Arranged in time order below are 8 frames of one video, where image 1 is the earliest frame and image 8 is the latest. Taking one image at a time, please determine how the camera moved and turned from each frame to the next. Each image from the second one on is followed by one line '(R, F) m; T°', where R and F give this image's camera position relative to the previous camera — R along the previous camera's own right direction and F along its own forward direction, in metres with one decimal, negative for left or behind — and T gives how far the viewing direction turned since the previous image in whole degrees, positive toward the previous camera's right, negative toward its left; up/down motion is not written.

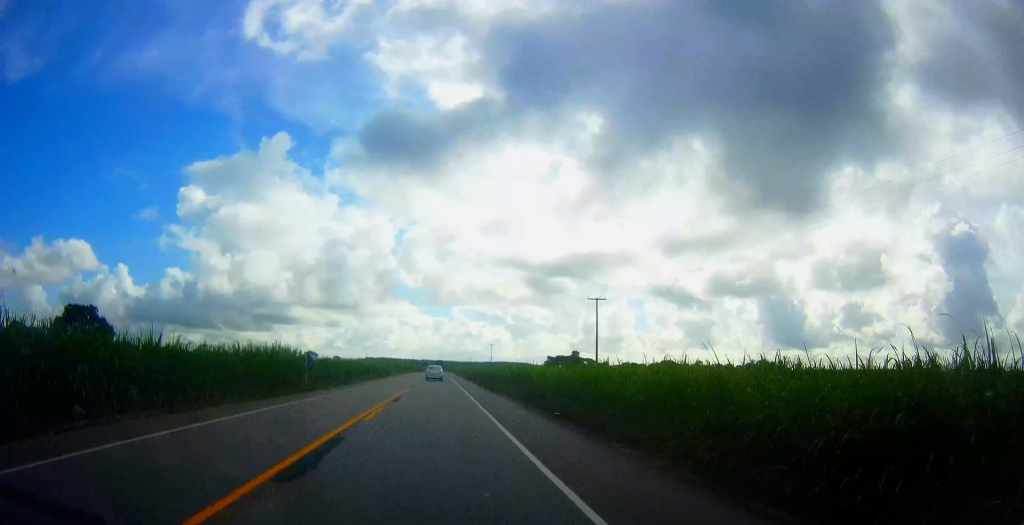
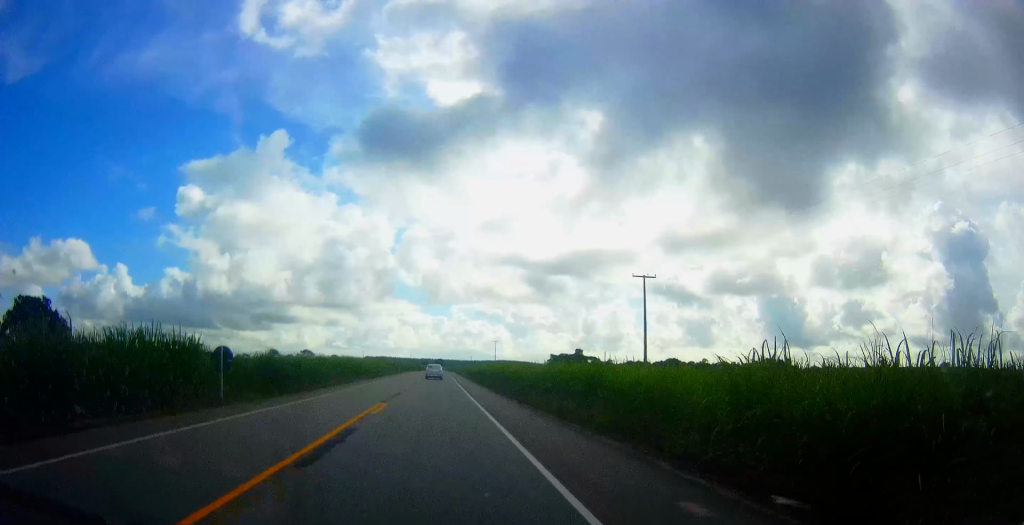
(+0.2, +14.2) m; 0°
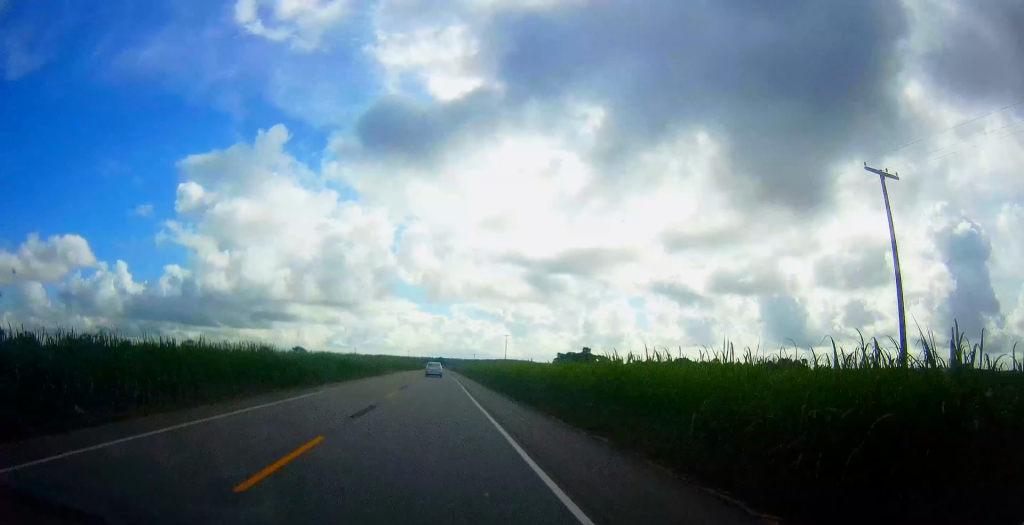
(0.0, +27.3) m; -1°
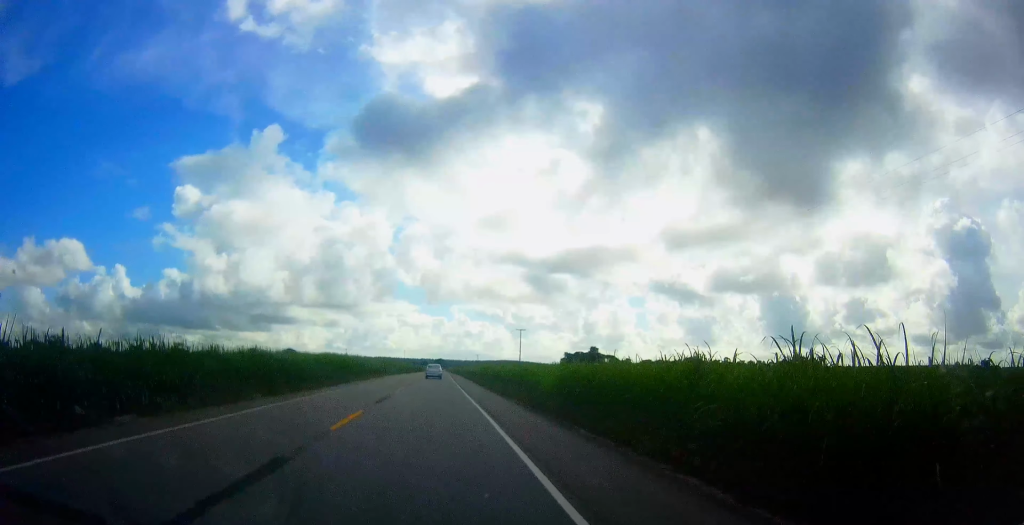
(-0.2, +26.5) m; -1°
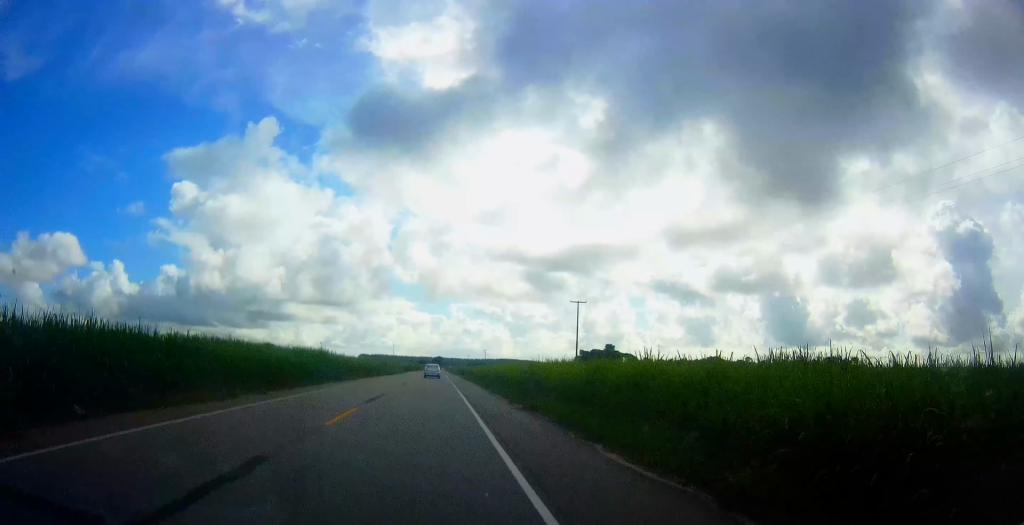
(0.0, +50.1) m; +1°
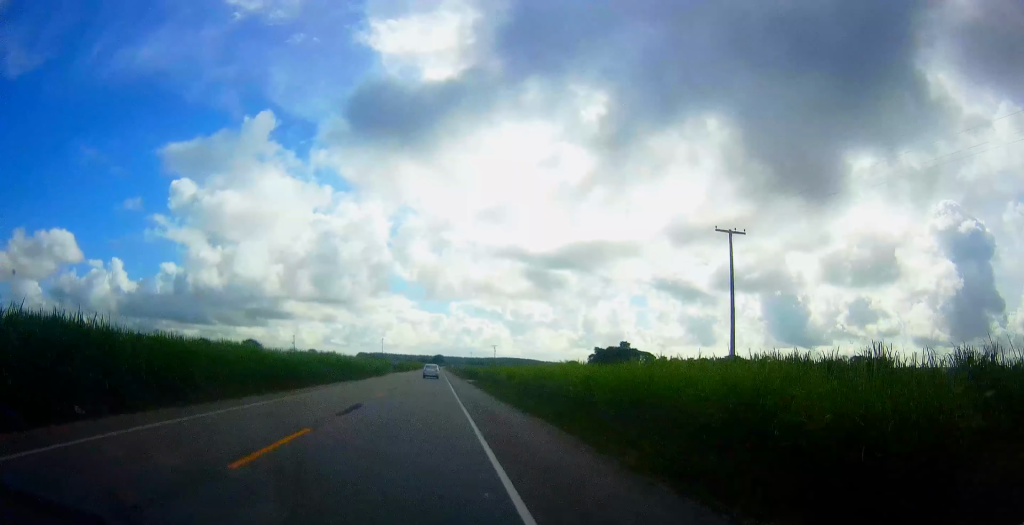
(+0.4, +37.0) m; +1°
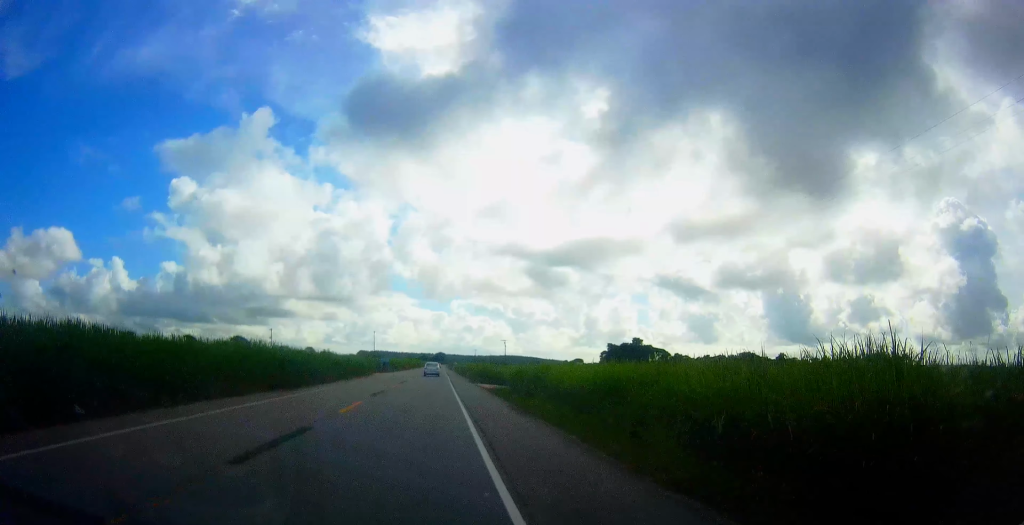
(+0.1, +23.5) m; 0°
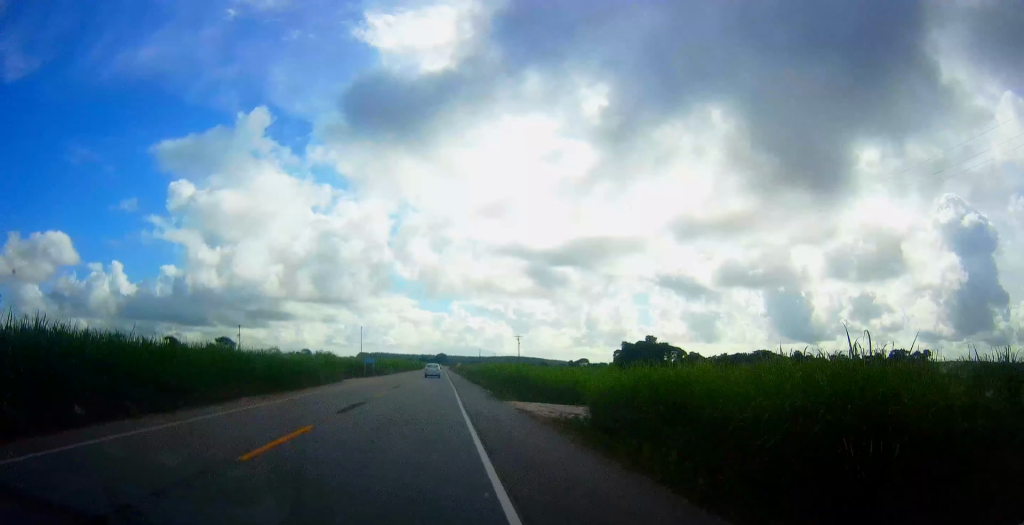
(-0.1, +23.6) m; 0°
